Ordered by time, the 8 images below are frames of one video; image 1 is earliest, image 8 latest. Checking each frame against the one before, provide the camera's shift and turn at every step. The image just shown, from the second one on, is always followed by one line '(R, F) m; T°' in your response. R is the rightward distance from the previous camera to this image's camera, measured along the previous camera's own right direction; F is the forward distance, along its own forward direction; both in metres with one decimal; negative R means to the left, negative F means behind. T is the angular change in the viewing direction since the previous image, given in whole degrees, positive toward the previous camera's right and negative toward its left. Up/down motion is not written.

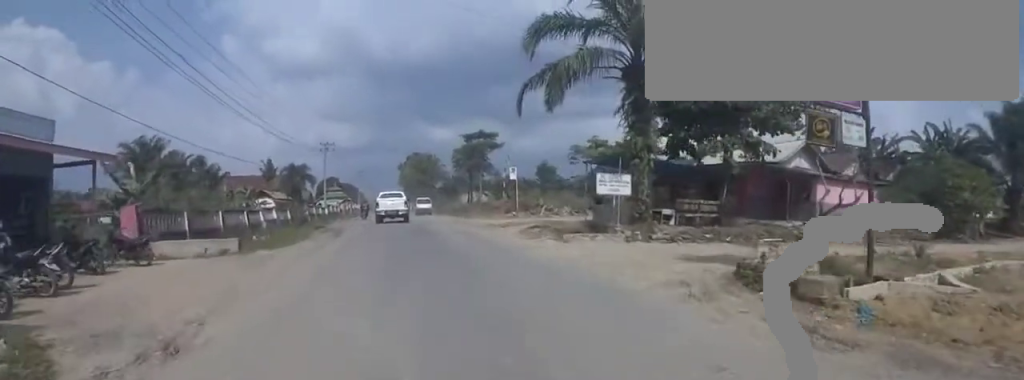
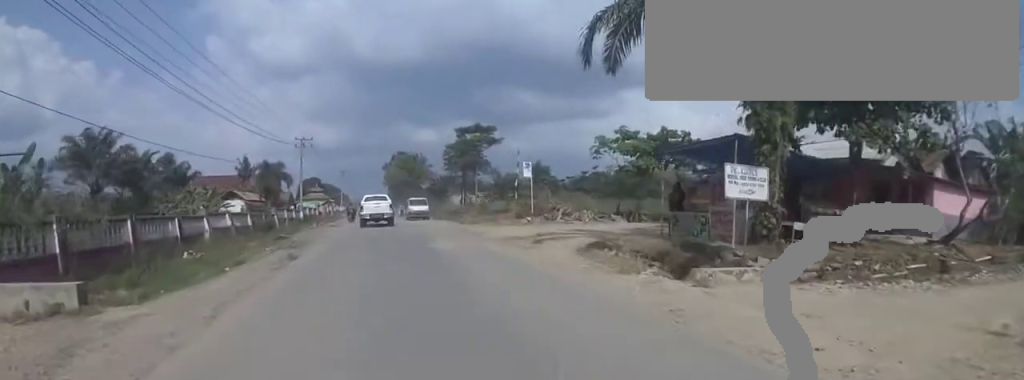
(0.0, +6.4) m; 0°
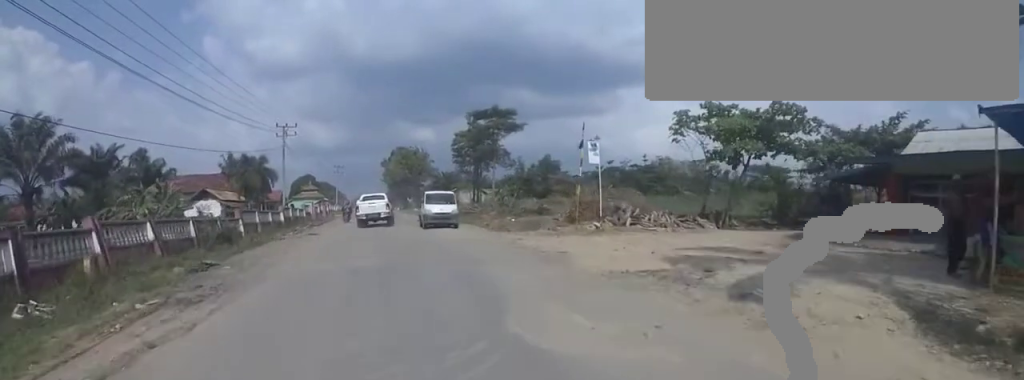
(0.0, +8.3) m; 0°
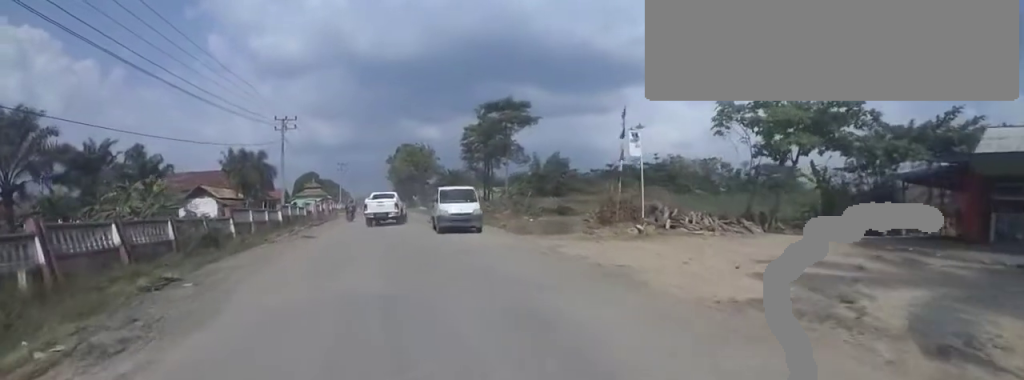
(0.0, +2.3) m; 0°
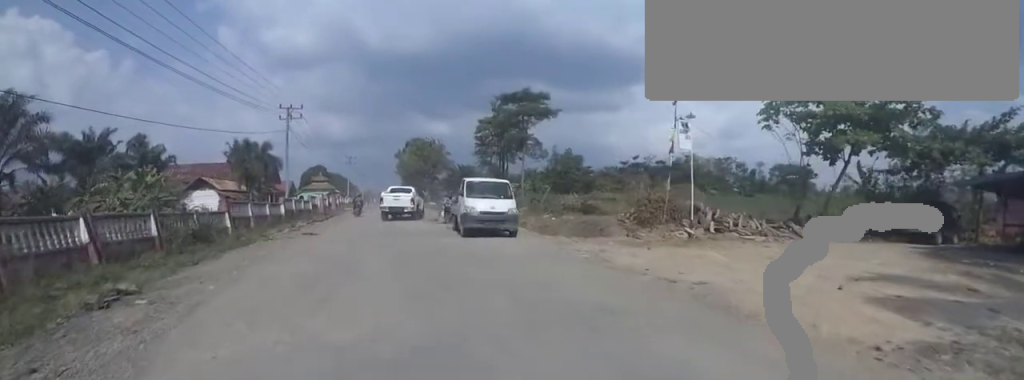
(0.0, +1.9) m; 0°
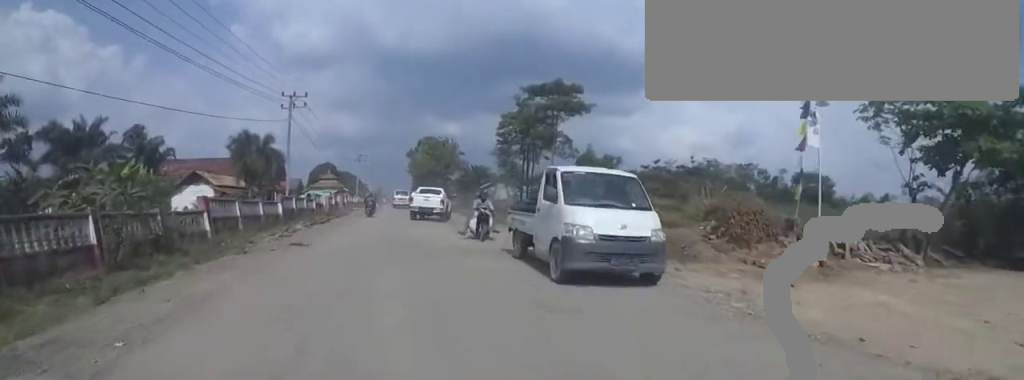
(0.0, +4.0) m; 0°
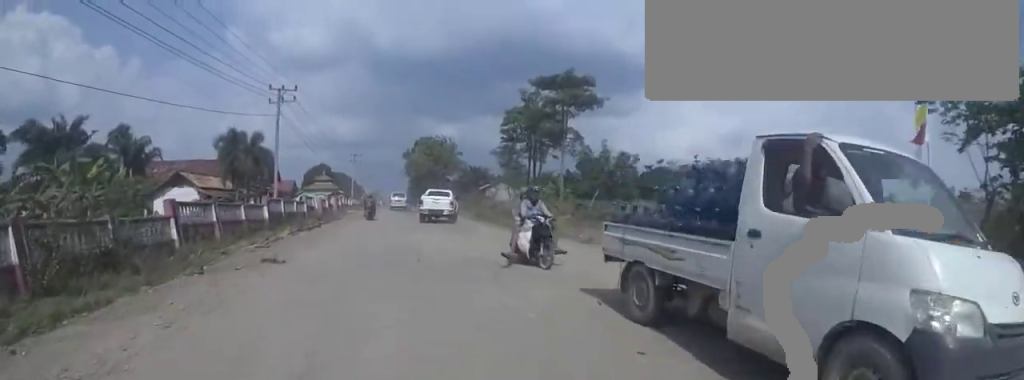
(0.0, +3.0) m; 0°
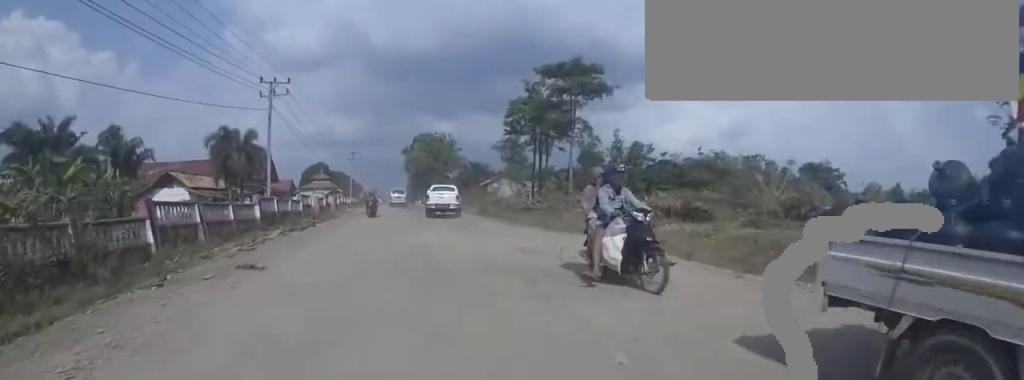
(0.0, +1.8) m; 0°
